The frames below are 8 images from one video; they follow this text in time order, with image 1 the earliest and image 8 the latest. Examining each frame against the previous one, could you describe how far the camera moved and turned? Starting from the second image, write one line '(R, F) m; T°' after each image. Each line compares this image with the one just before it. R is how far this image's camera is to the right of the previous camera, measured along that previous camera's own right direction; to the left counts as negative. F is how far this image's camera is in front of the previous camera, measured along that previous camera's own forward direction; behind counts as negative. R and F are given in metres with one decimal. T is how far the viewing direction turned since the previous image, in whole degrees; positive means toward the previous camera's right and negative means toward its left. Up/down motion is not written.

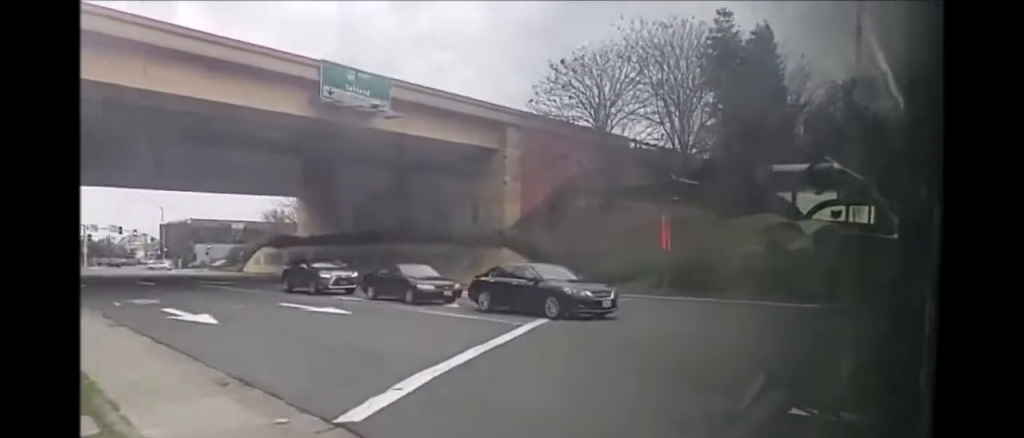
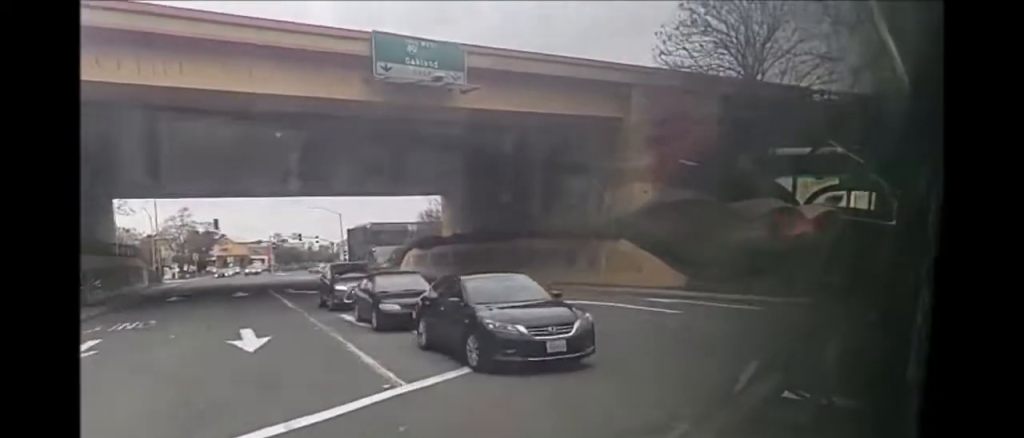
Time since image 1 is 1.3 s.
(-1.5, +10.4) m; -23°
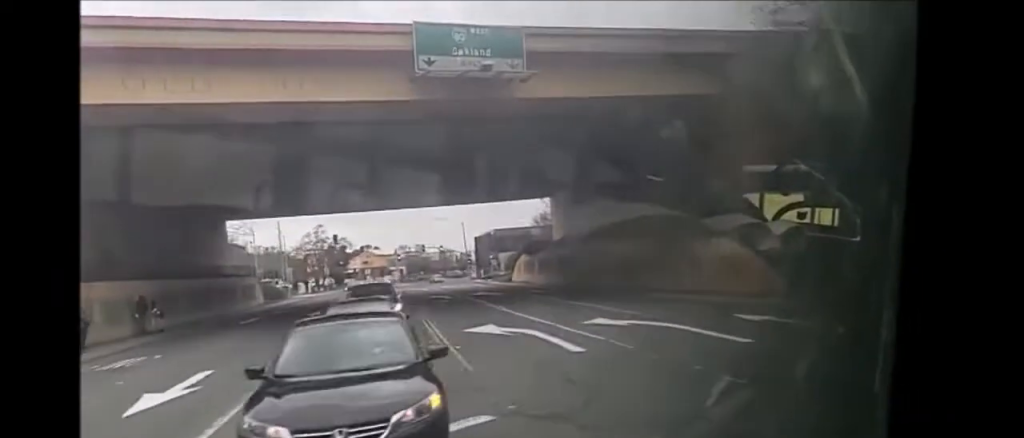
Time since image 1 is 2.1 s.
(-1.2, +6.2) m; -15°
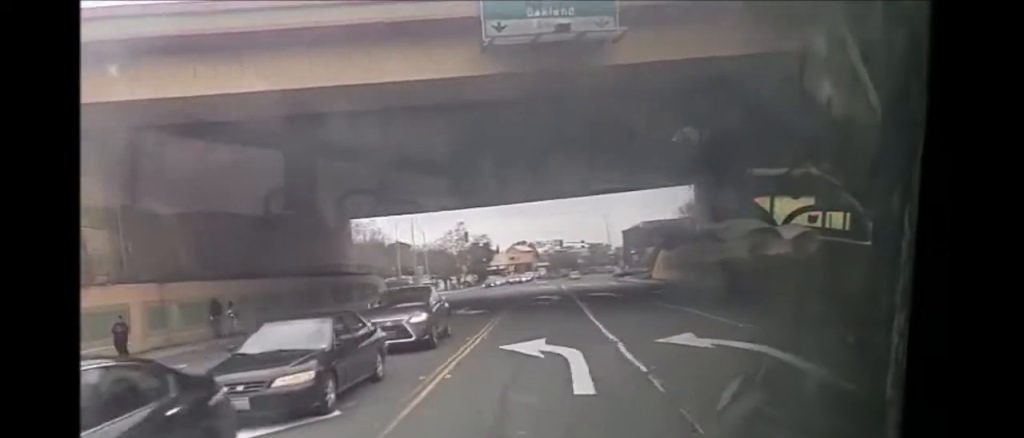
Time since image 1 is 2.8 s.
(-0.9, +6.2) m; -9°
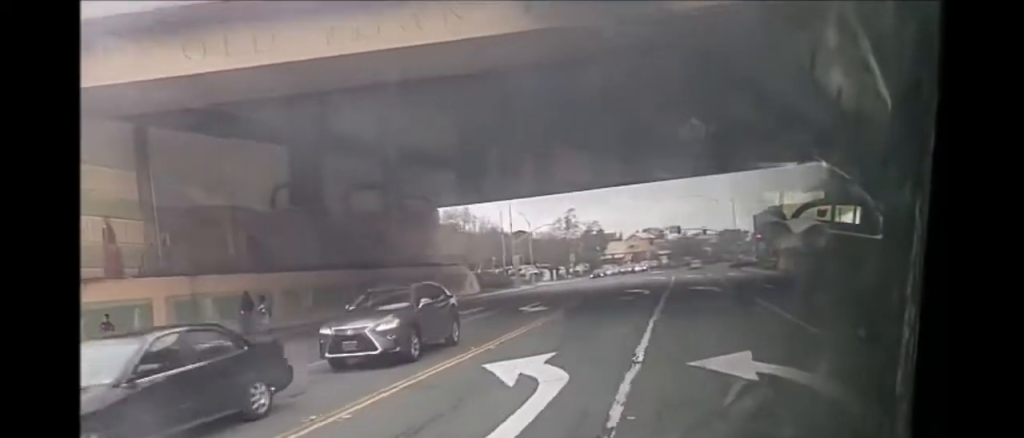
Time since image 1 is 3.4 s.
(+0.1, +6.1) m; -3°
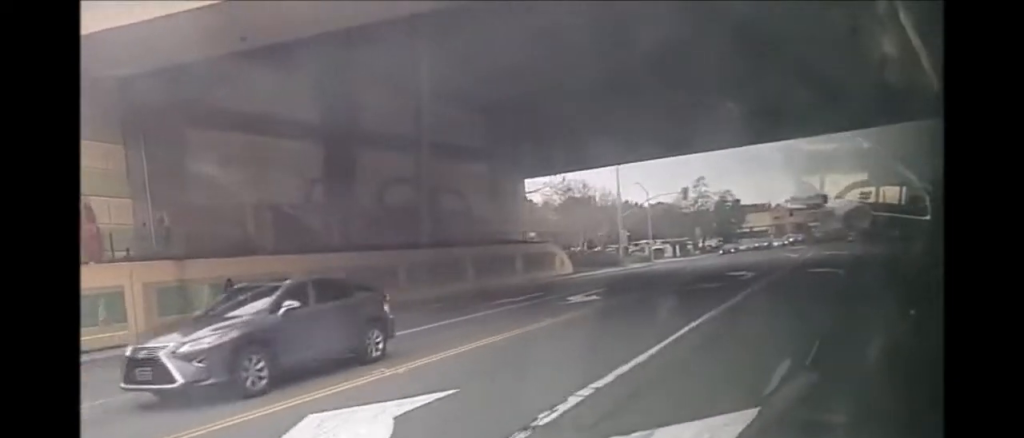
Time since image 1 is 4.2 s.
(-0.5, +8.4) m; -3°
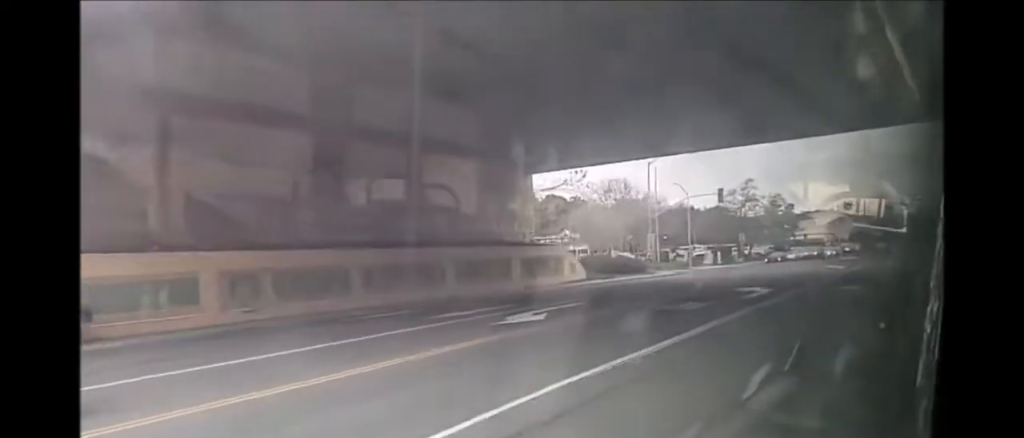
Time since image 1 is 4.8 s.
(-0.3, +7.2) m; -1°
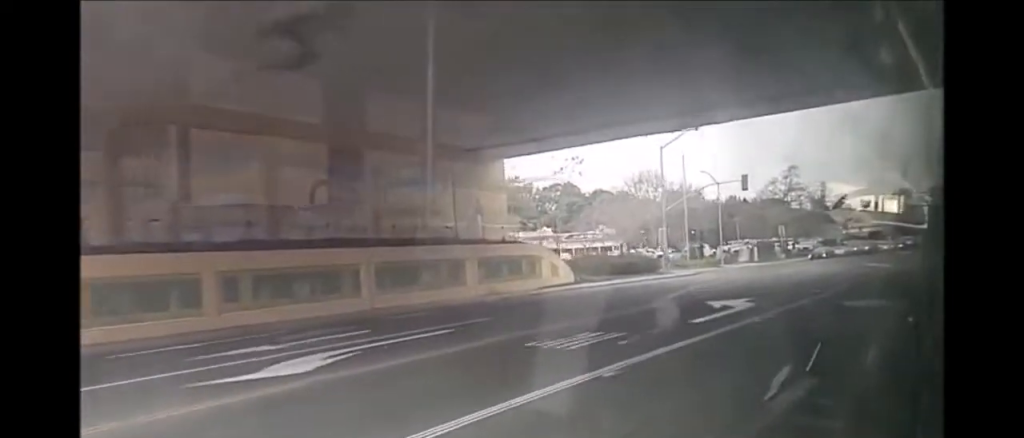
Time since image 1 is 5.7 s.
(+0.2, +9.8) m; +2°
